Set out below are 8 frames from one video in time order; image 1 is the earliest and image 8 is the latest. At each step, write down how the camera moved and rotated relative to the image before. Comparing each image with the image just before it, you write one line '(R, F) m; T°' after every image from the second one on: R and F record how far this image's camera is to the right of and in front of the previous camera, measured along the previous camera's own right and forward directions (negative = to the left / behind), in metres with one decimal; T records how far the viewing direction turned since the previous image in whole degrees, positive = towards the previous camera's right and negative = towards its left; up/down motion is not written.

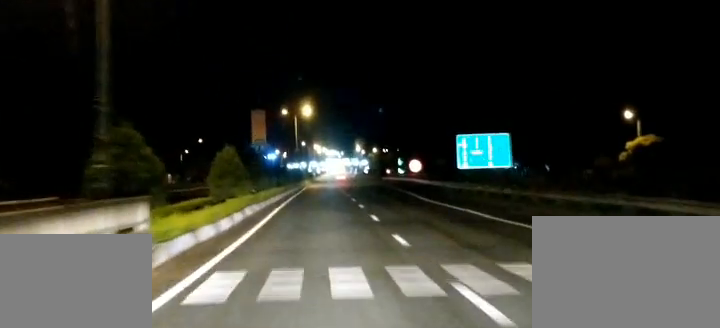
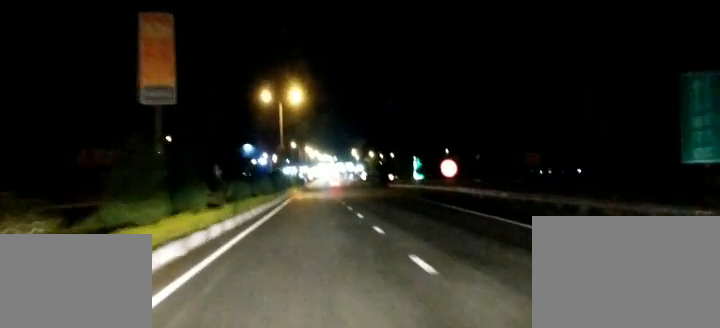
(+0.2, +30.7) m; +2°
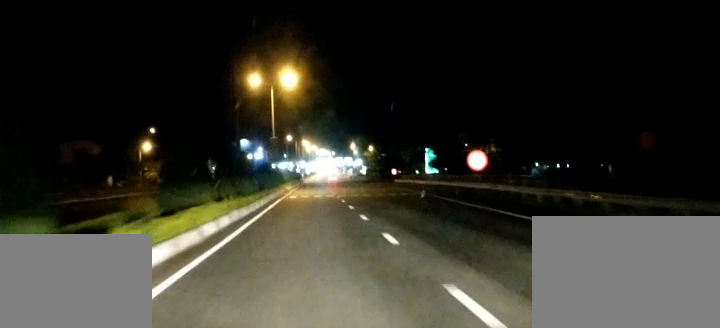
(+0.3, +13.6) m; +1°
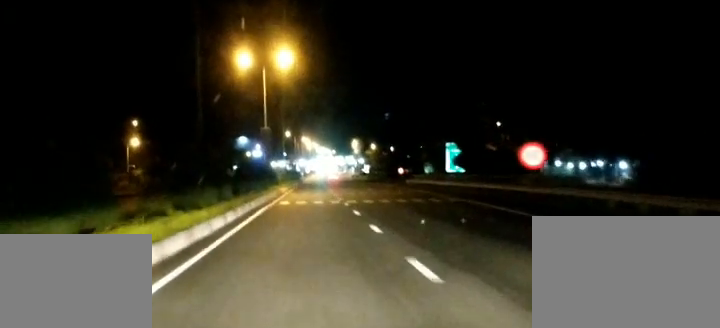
(-0.1, +13.4) m; -2°
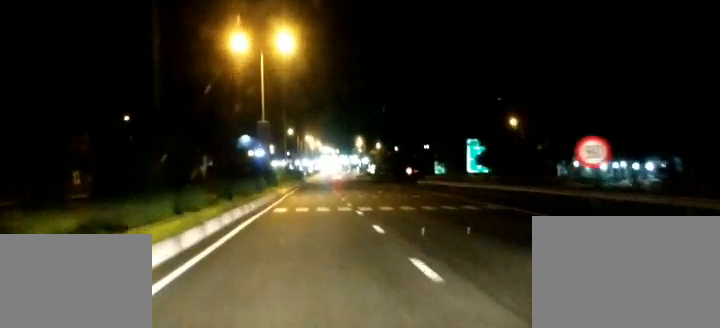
(-0.1, +8.4) m; -1°
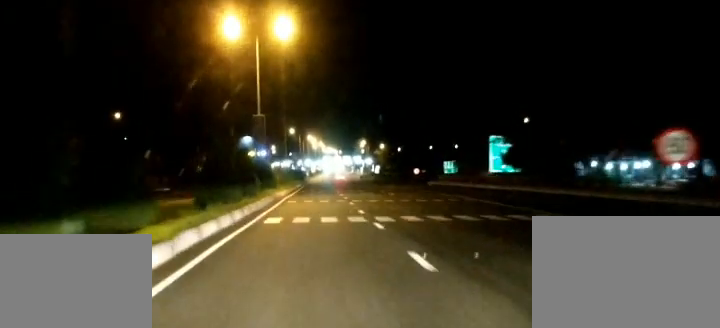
(-0.2, +7.2) m; -1°
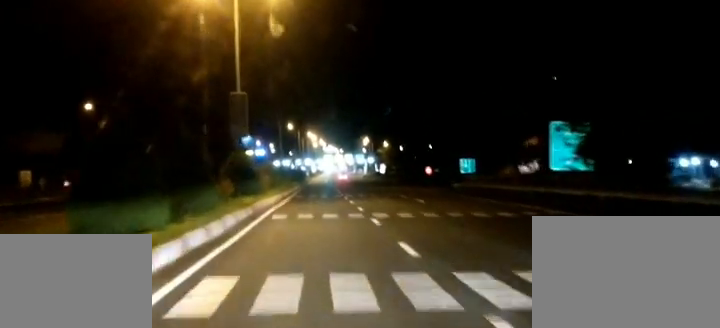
(0.0, +14.0) m; 0°
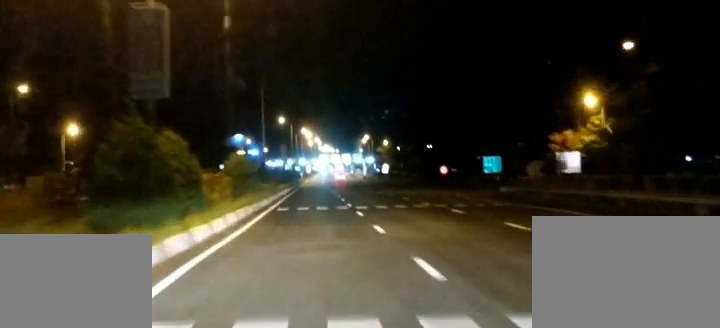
(+0.1, +20.2) m; +1°
